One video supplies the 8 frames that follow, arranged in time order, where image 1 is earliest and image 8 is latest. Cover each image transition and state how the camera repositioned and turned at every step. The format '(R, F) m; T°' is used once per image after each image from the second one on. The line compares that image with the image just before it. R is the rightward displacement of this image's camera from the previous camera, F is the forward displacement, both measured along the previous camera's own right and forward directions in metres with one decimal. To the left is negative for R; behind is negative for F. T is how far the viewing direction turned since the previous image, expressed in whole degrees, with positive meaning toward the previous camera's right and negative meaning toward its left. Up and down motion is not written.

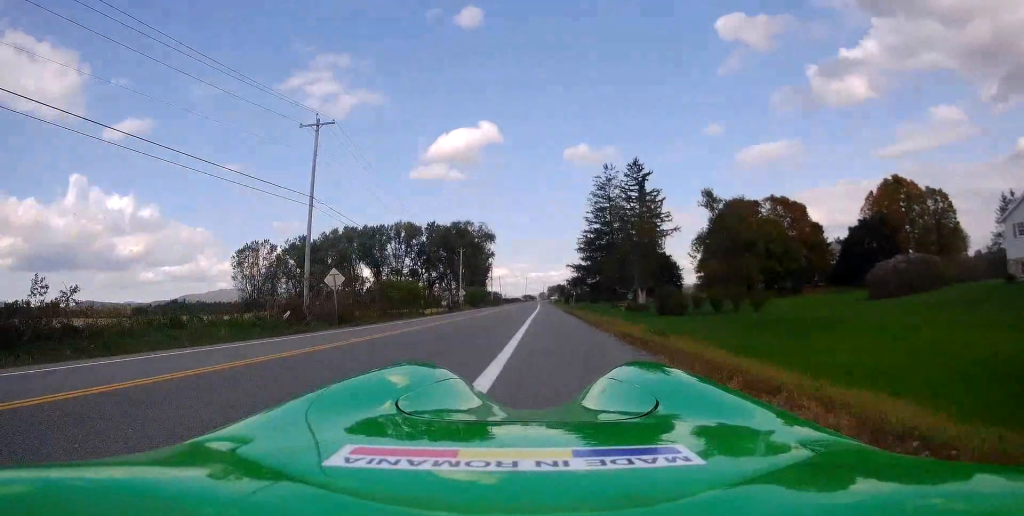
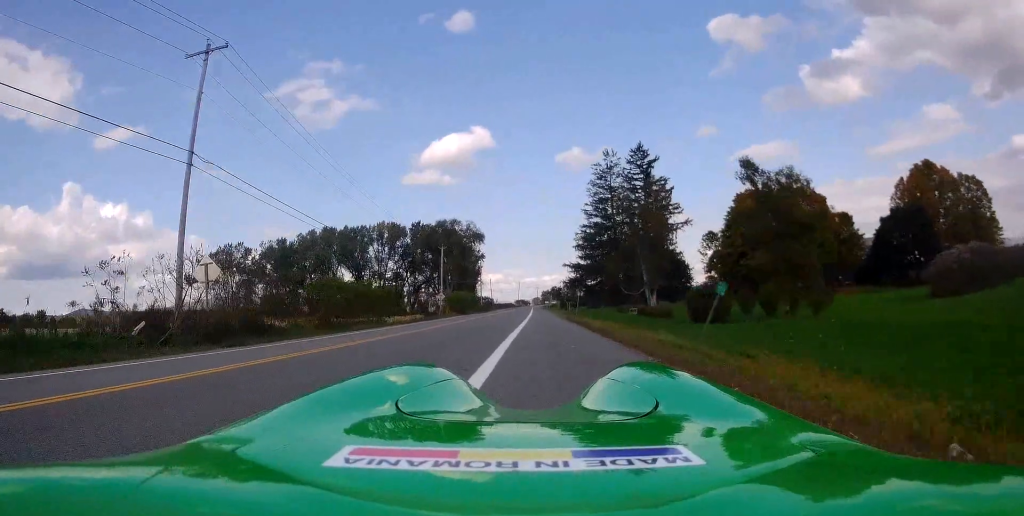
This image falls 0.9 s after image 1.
(0.0, +13.1) m; +1°
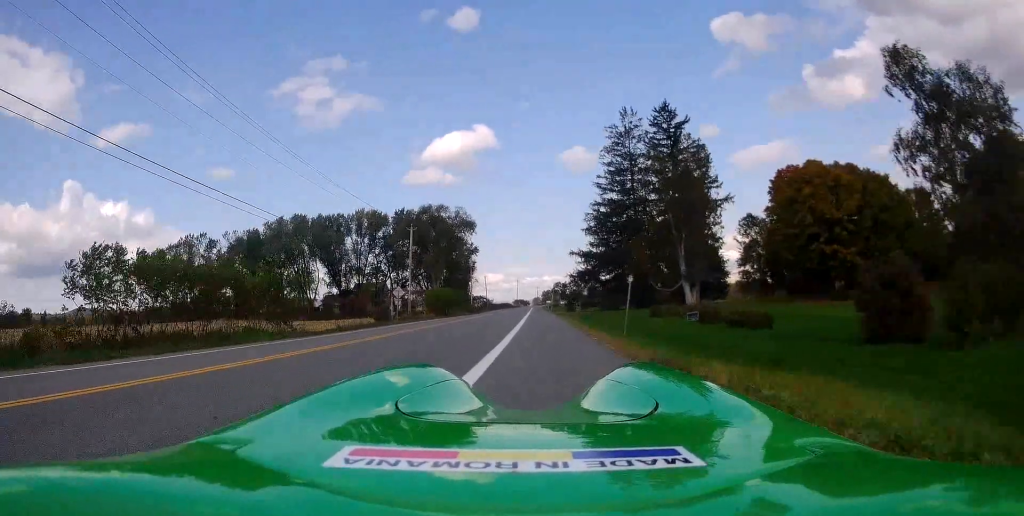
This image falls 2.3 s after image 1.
(+0.2, +21.2) m; -1°
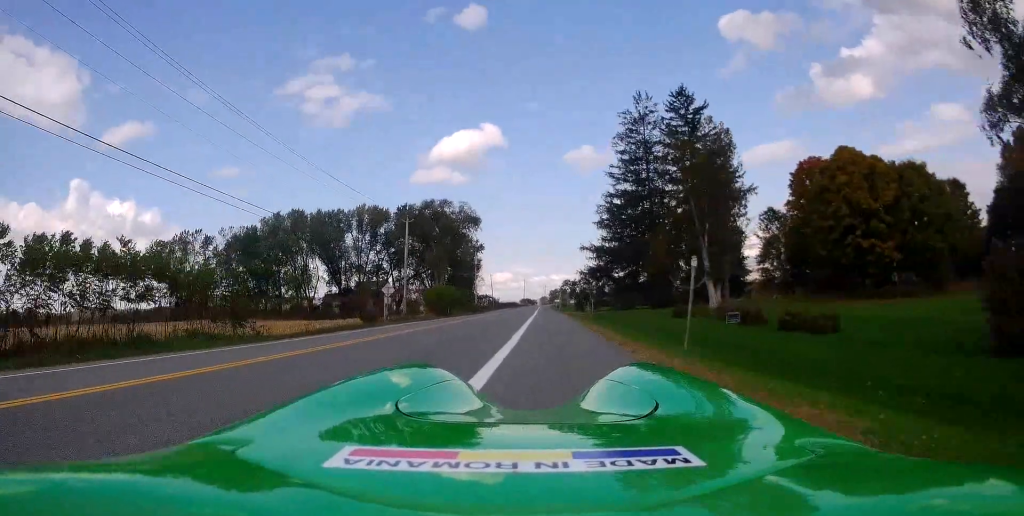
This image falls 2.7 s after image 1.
(-0.1, +6.2) m; -1°
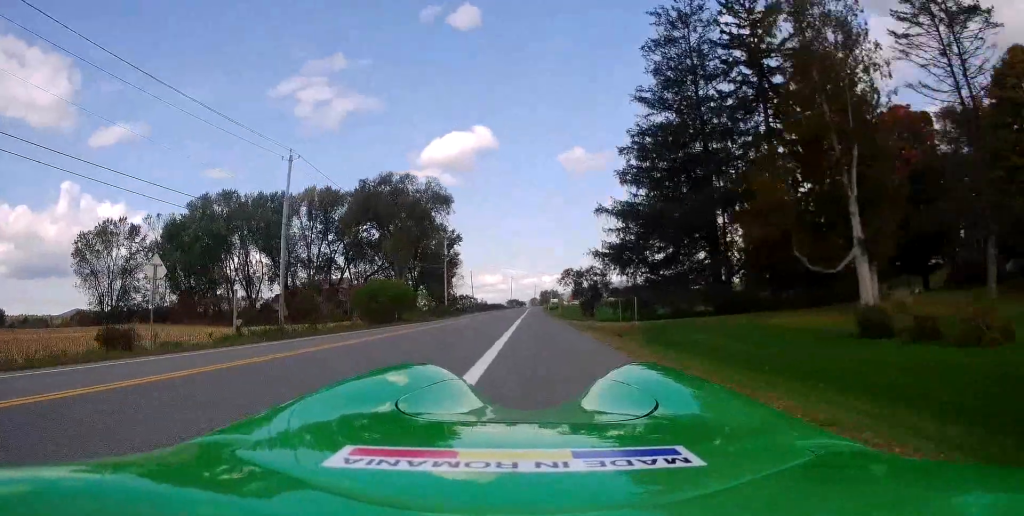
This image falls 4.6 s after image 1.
(-0.1, +28.1) m; +1°
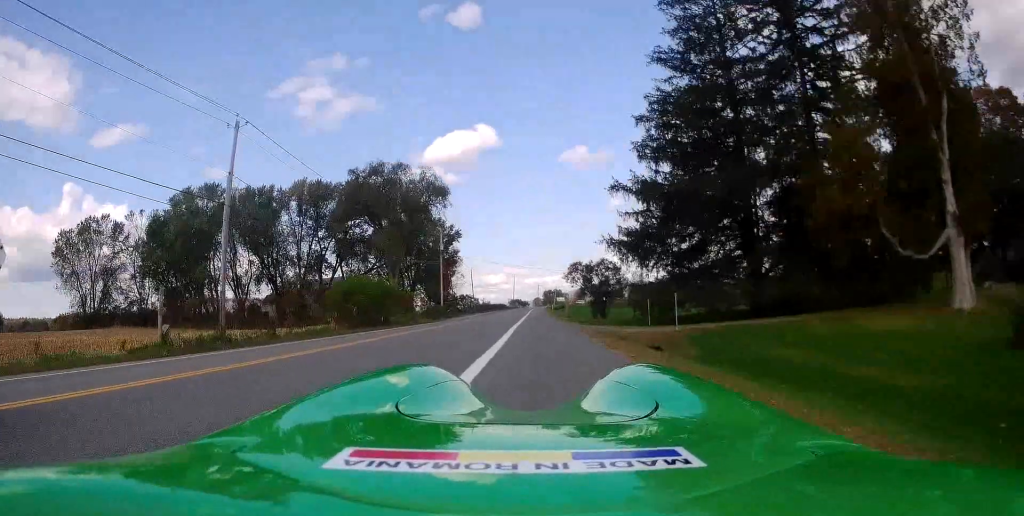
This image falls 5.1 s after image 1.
(0.0, +7.3) m; 0°
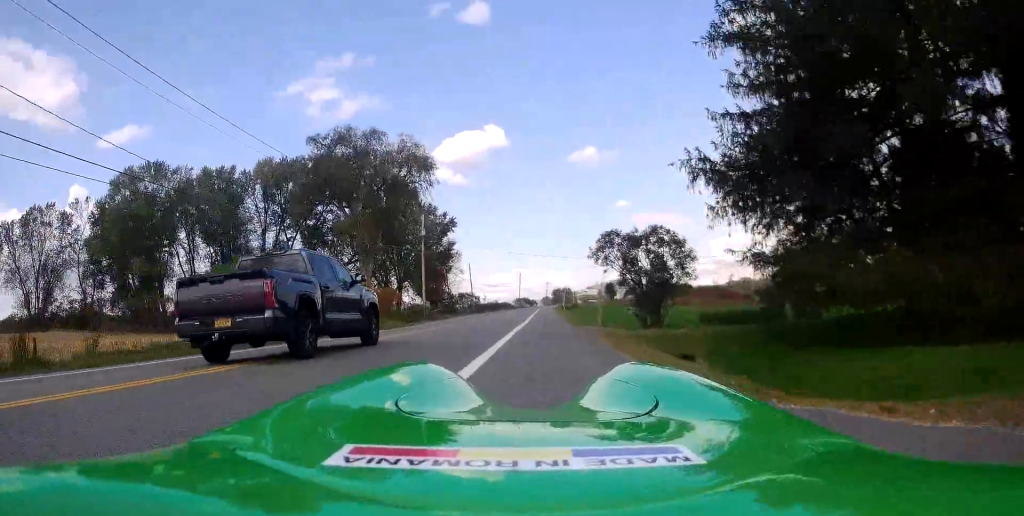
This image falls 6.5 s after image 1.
(+0.1, +18.9) m; -1°
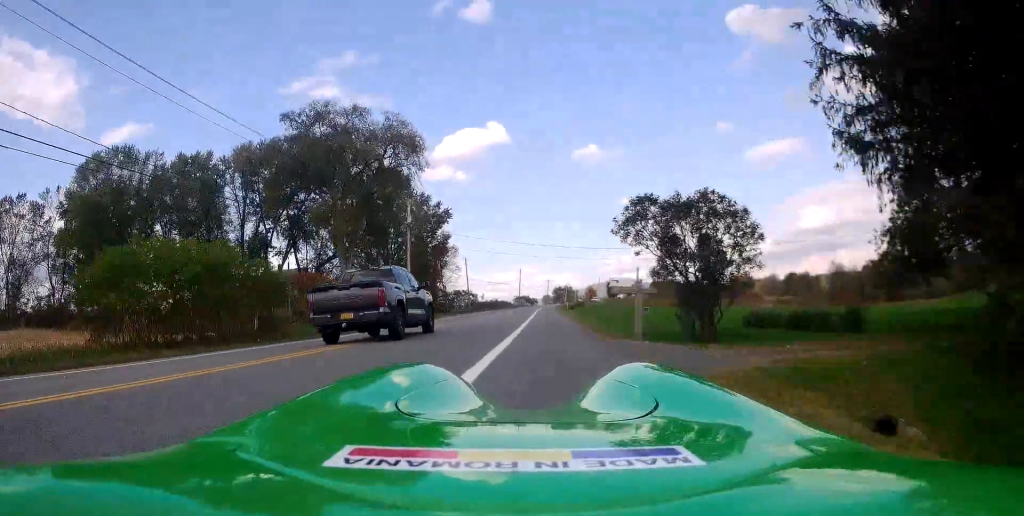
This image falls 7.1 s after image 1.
(-0.1, +6.9) m; -1°
